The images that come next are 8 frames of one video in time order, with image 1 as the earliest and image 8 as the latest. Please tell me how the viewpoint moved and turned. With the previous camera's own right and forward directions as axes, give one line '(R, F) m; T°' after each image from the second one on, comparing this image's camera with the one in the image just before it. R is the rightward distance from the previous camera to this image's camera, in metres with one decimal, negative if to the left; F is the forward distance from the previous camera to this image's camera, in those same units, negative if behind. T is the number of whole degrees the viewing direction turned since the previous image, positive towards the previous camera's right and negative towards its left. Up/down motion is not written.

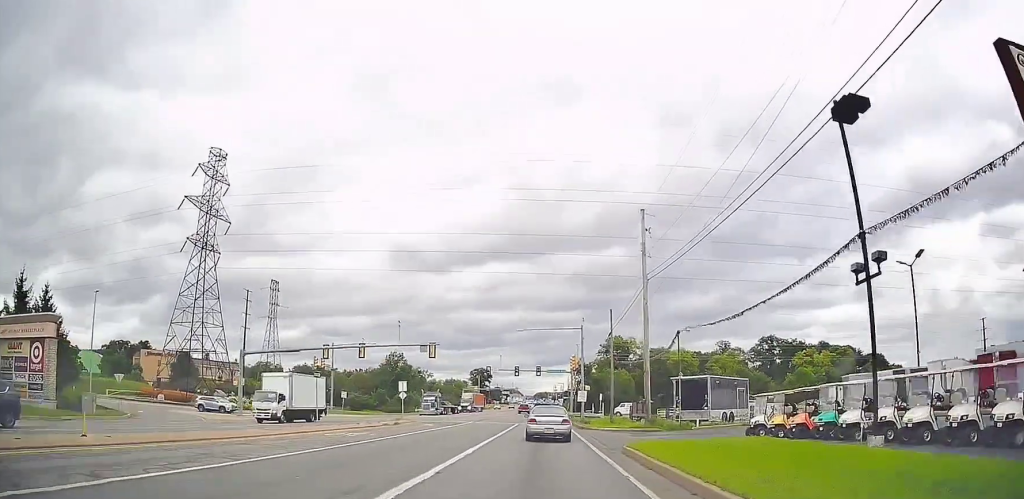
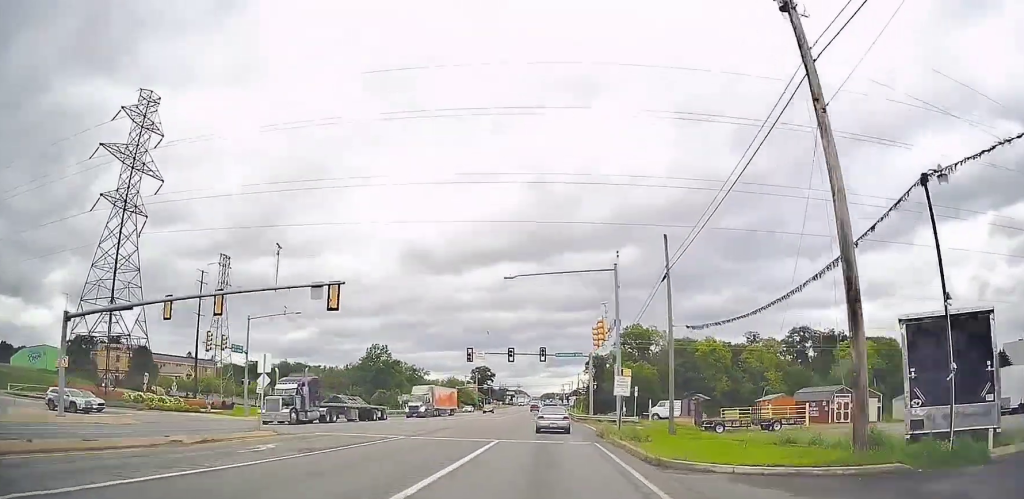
(+0.1, +25.0) m; +1°
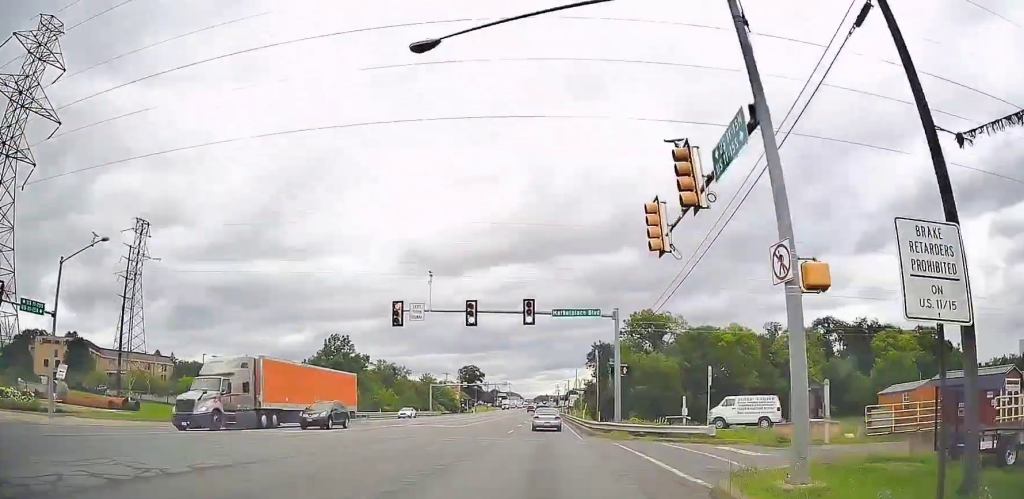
(+0.5, +24.2) m; 0°
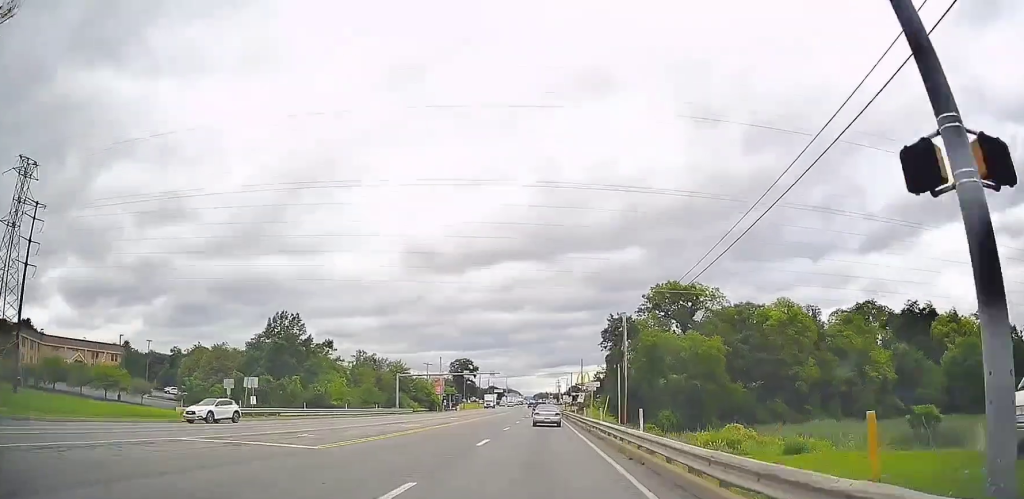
(-0.3, +26.3) m; 0°
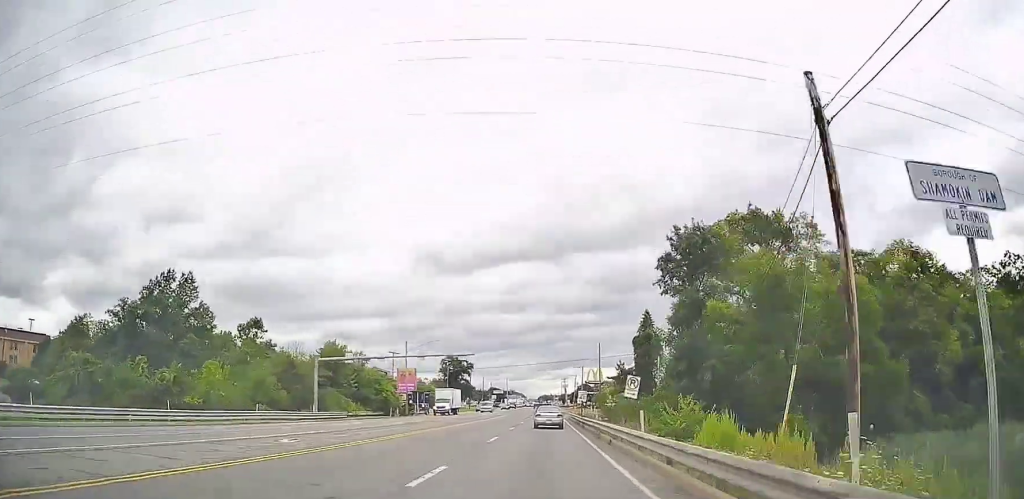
(0.0, +33.6) m; 0°
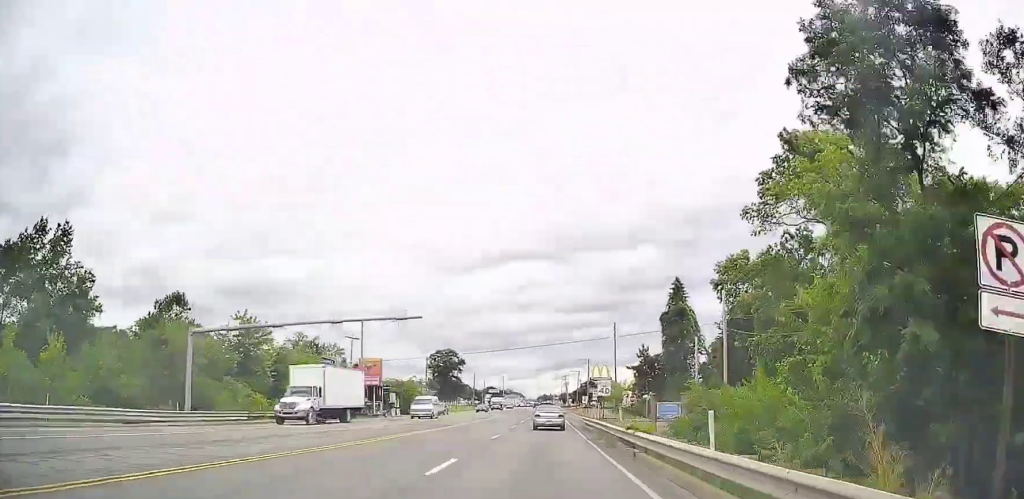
(0.0, +21.4) m; 0°
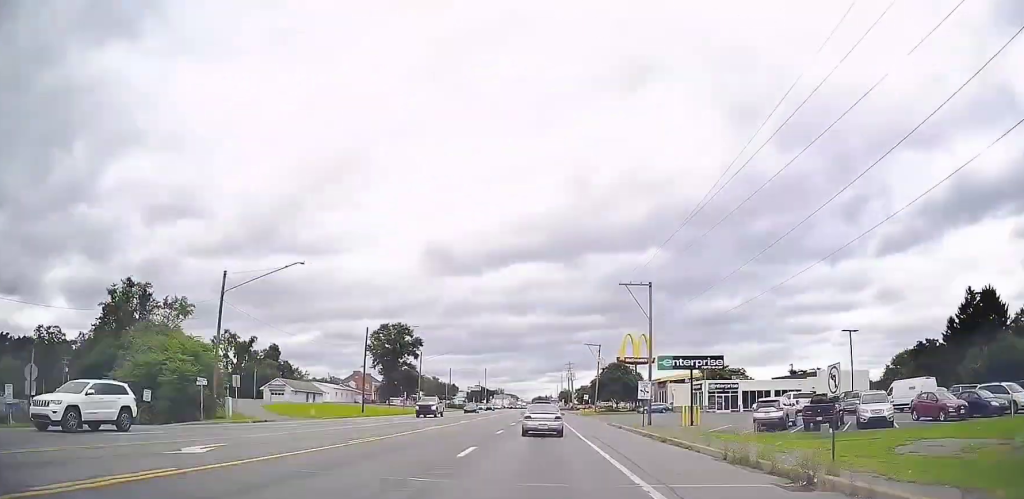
(-0.1, +69.4) m; 0°
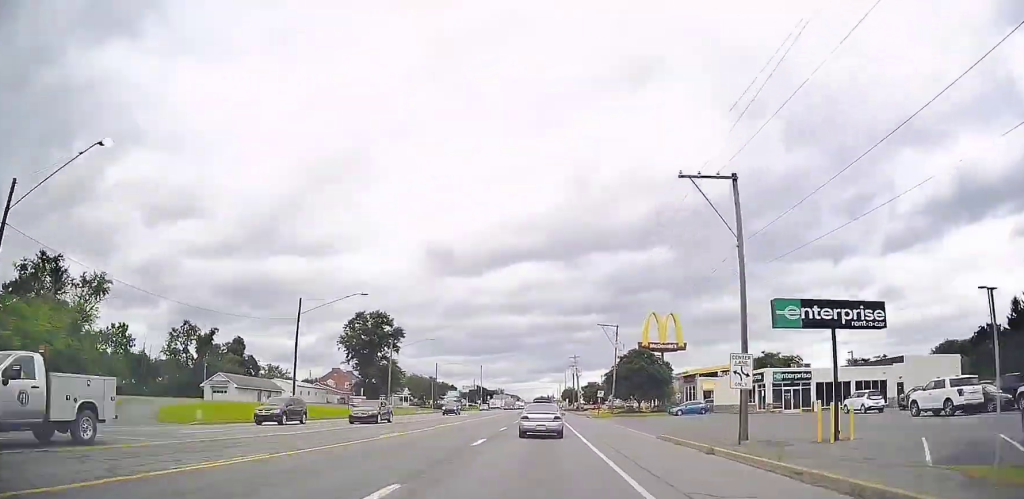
(0.0, +20.1) m; 0°
